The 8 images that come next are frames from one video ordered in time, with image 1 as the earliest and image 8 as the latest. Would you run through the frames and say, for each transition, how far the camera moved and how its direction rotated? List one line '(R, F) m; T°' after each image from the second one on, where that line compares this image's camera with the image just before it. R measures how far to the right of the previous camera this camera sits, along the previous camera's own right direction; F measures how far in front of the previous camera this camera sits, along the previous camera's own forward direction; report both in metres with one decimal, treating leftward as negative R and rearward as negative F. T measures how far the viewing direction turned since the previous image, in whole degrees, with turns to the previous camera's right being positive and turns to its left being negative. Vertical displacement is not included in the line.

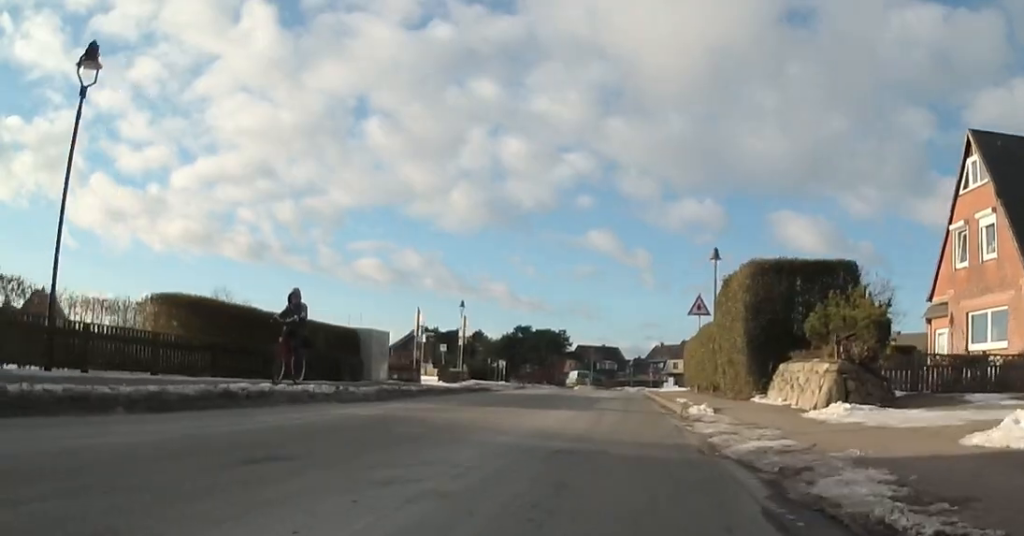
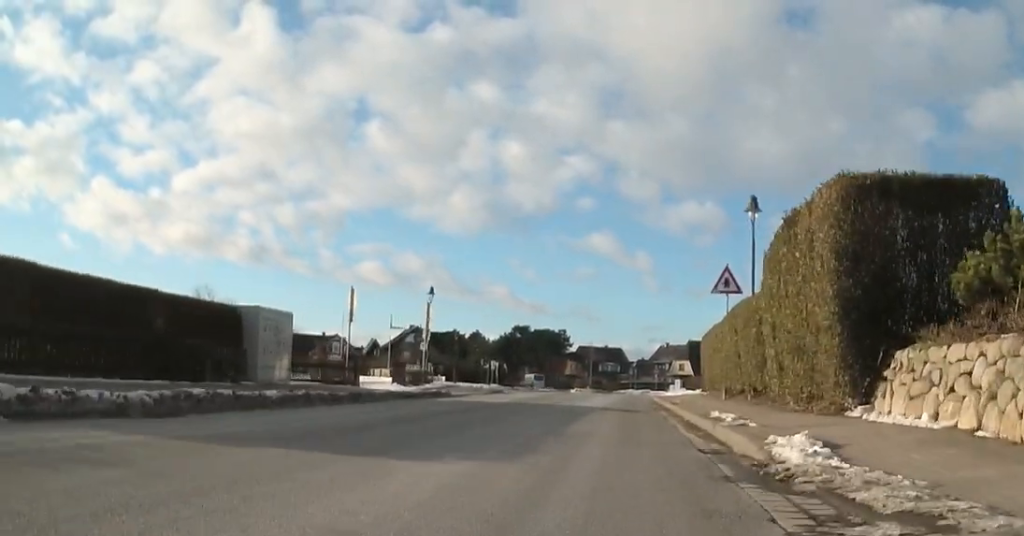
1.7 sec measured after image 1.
(-0.8, +7.6) m; -8°
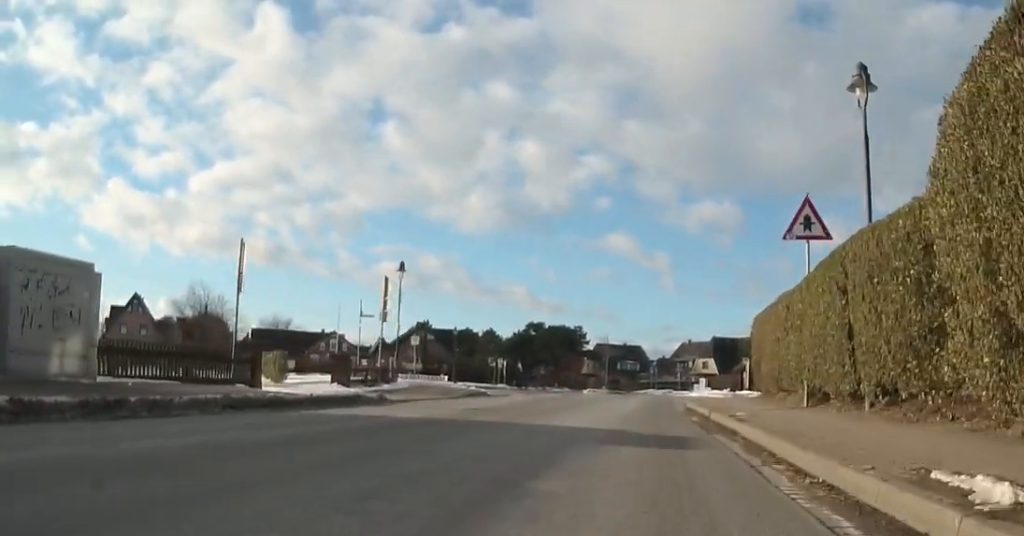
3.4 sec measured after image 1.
(+0.2, +7.6) m; -1°
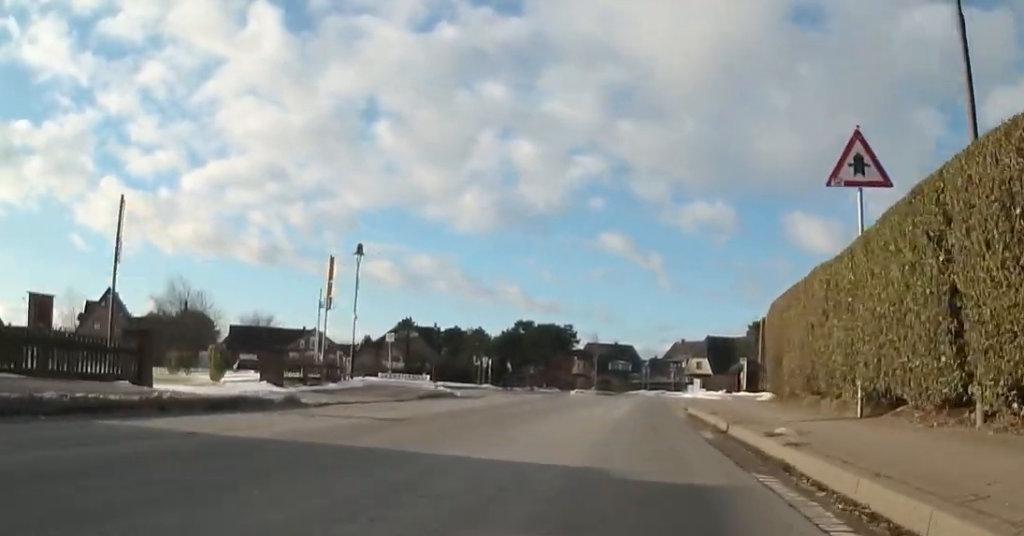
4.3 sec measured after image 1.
(-0.3, +3.7) m; 0°
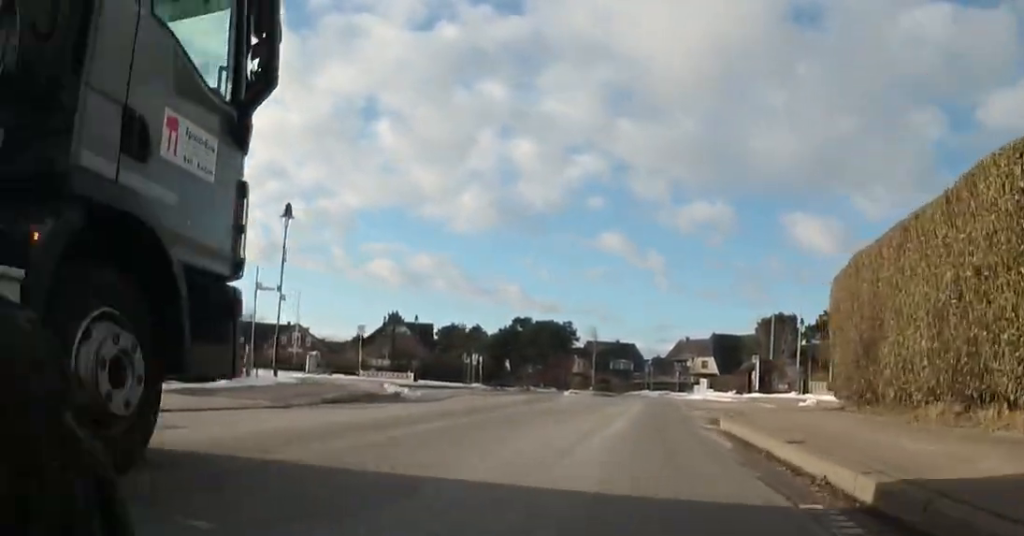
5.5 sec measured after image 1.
(+0.2, +5.6) m; 0°
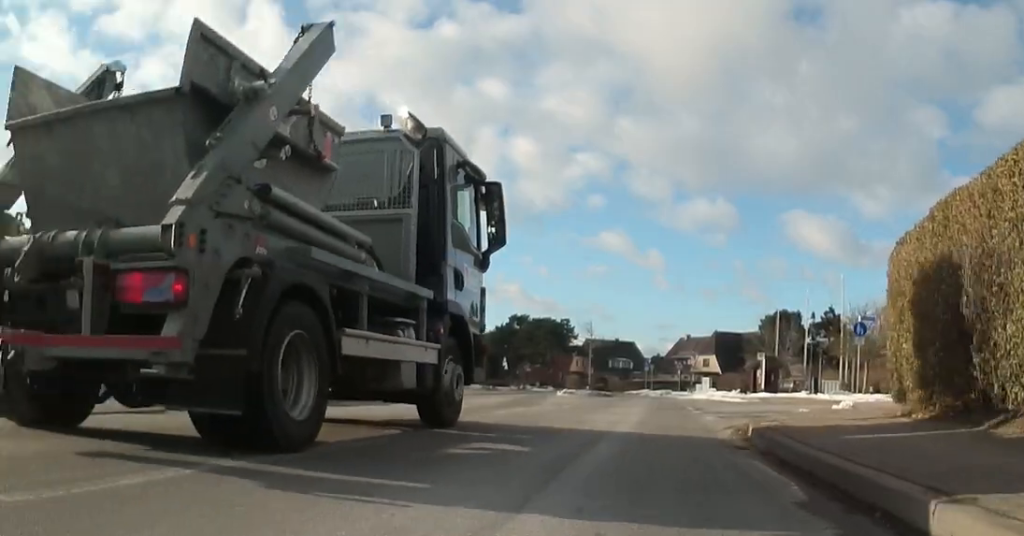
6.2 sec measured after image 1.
(0.0, +3.0) m; 0°
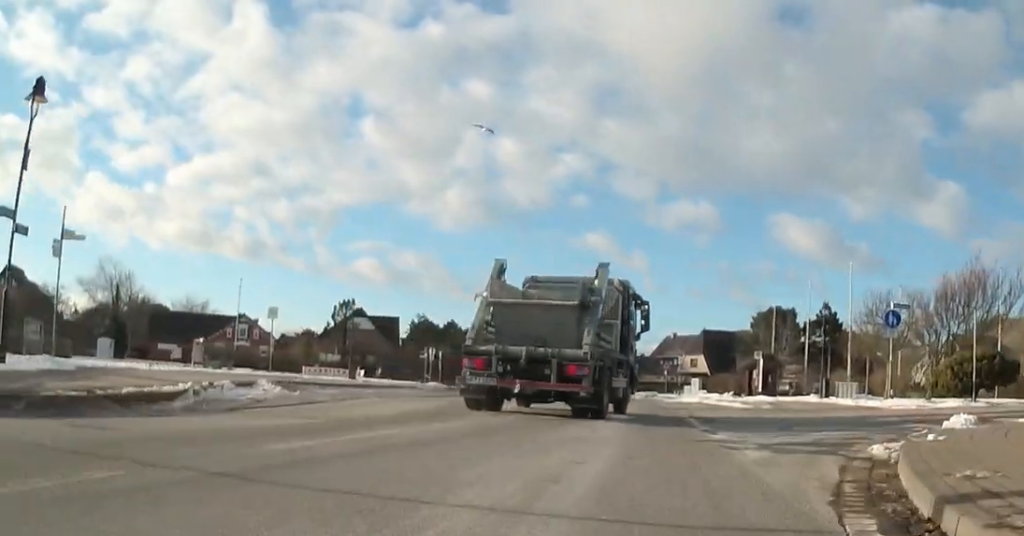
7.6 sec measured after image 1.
(-0.2, +6.1) m; 0°
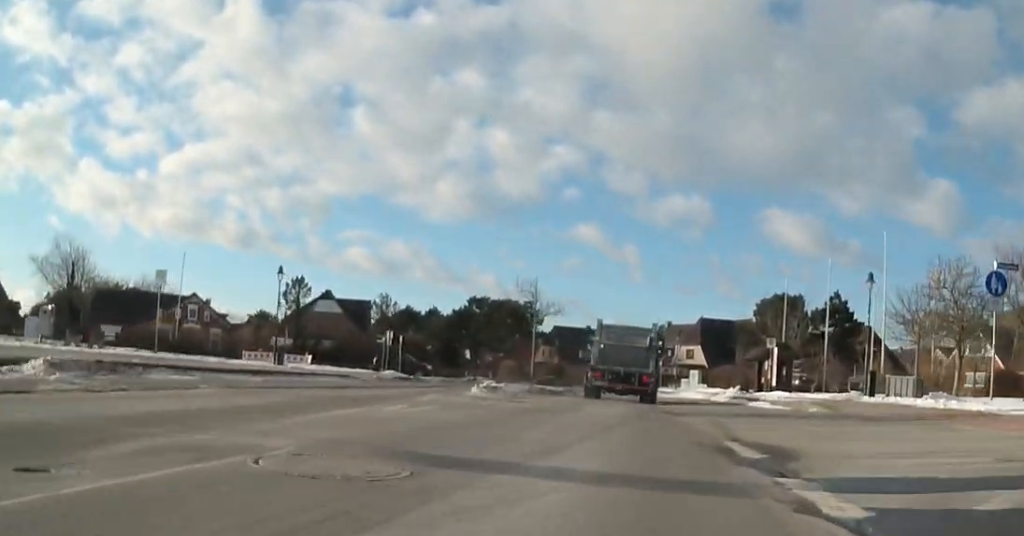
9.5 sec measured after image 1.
(-0.1, +8.7) m; -3°
